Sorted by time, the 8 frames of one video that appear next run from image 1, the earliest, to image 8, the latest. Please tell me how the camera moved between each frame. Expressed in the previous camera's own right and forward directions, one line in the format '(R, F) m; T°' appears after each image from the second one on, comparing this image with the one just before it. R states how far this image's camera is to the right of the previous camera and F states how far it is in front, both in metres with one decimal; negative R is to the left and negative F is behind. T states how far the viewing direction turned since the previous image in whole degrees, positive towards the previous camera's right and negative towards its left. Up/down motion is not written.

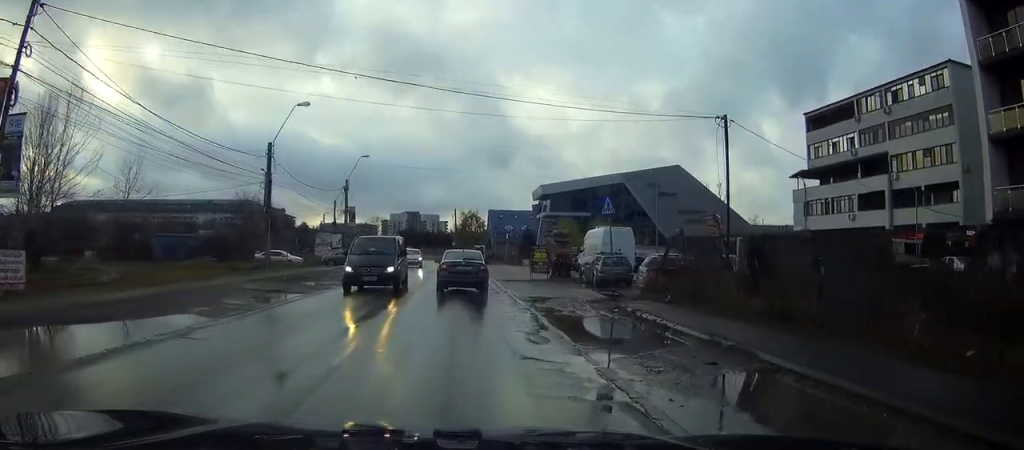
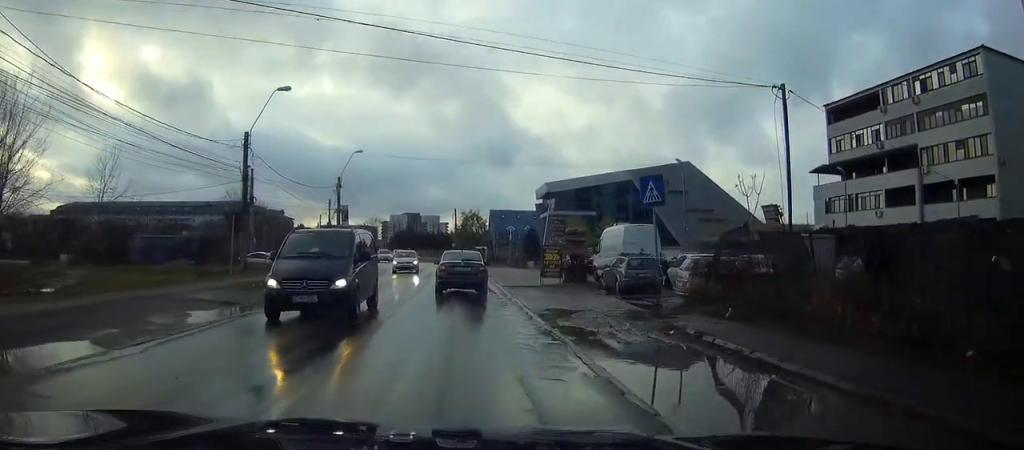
(+0.1, +4.8) m; 0°
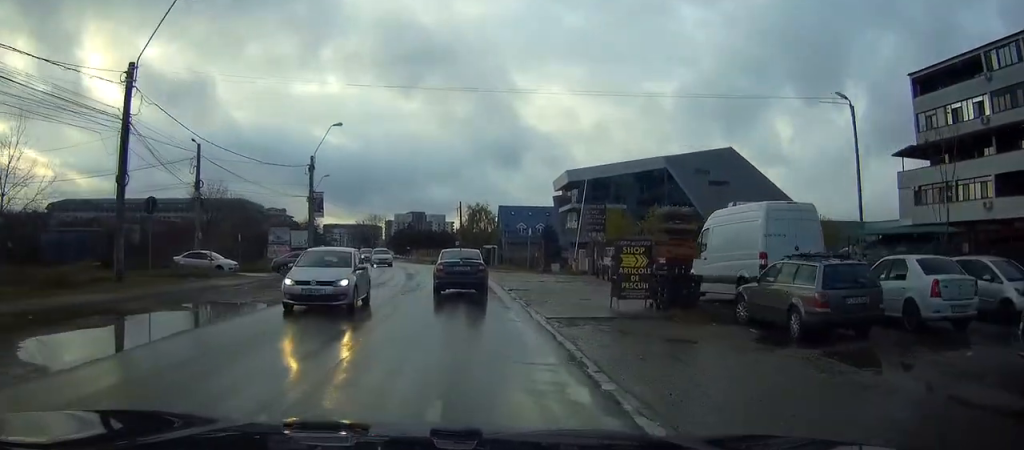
(-0.2, +15.0) m; -1°
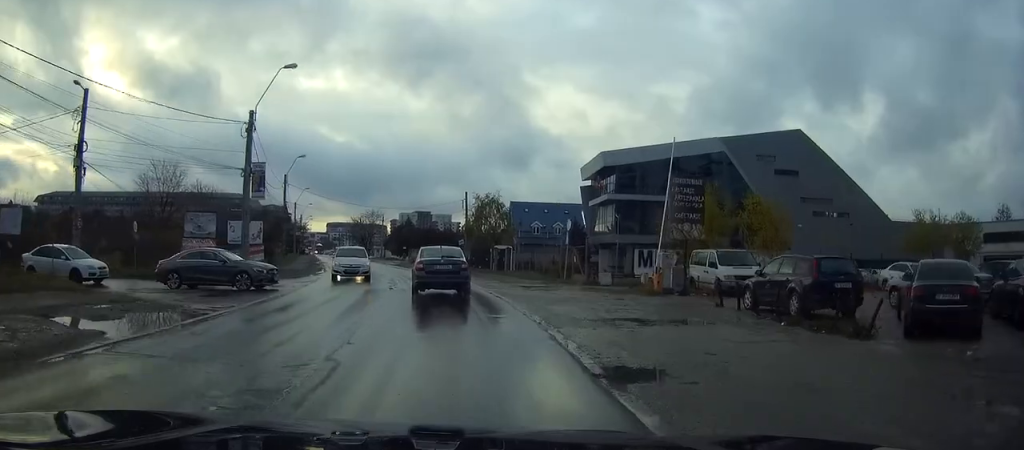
(0.0, +17.9) m; -1°
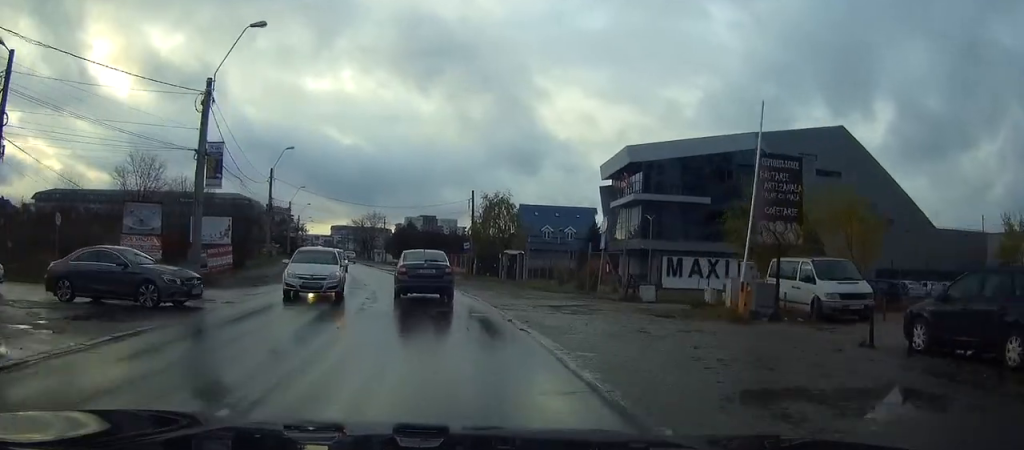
(-0.1, +7.9) m; -1°
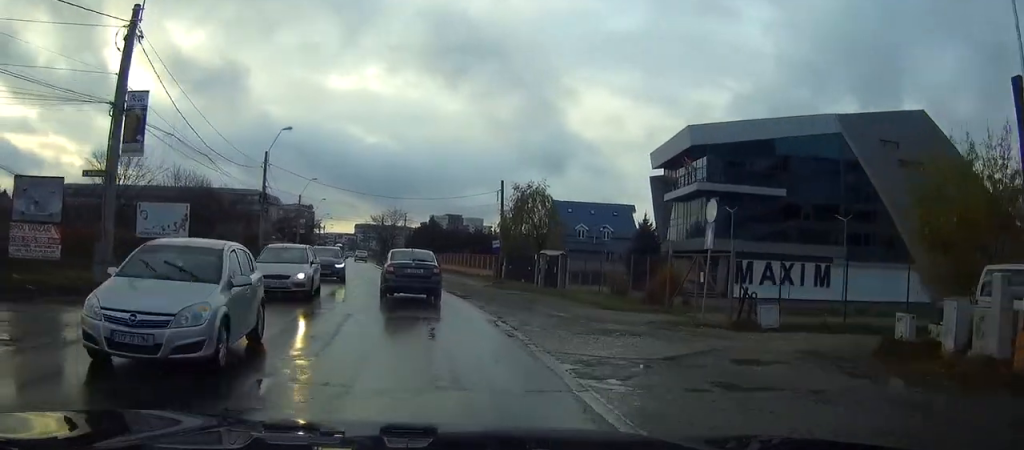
(0.0, +10.1) m; -1°
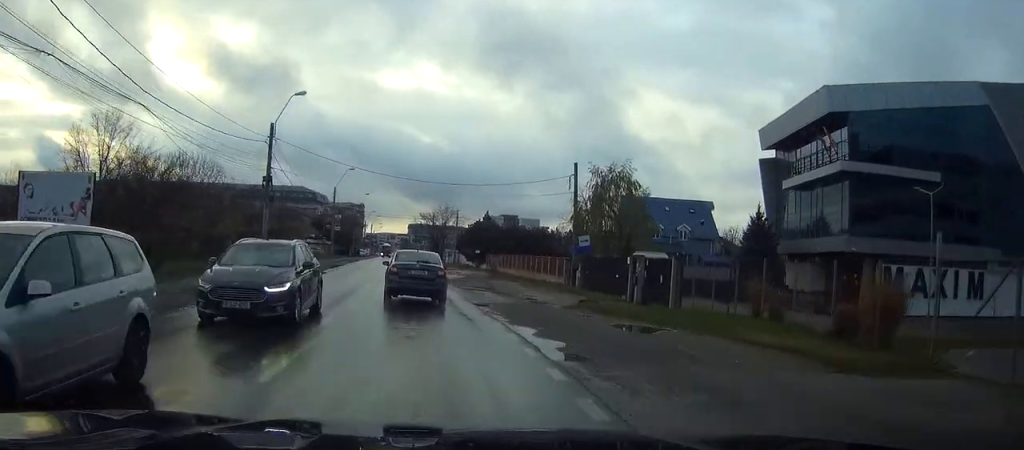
(-0.4, +12.8) m; -3°
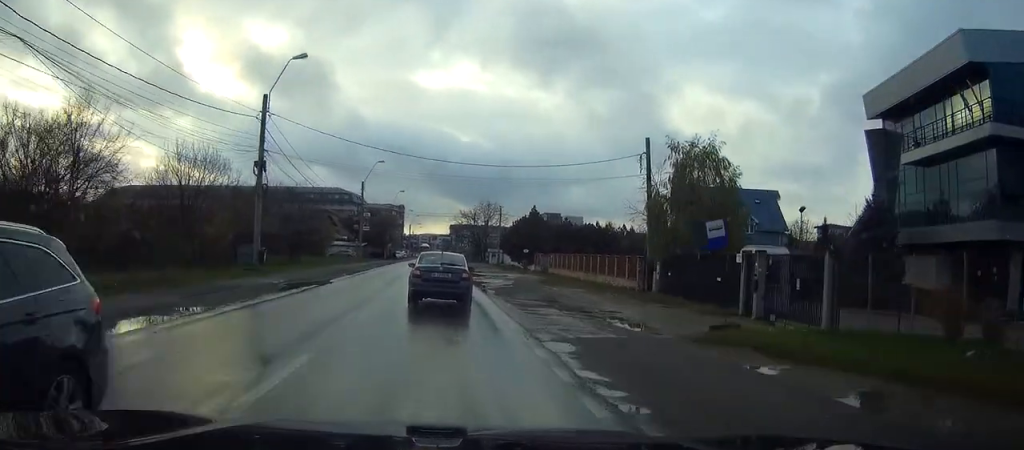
(-0.2, +9.6) m; -3°
